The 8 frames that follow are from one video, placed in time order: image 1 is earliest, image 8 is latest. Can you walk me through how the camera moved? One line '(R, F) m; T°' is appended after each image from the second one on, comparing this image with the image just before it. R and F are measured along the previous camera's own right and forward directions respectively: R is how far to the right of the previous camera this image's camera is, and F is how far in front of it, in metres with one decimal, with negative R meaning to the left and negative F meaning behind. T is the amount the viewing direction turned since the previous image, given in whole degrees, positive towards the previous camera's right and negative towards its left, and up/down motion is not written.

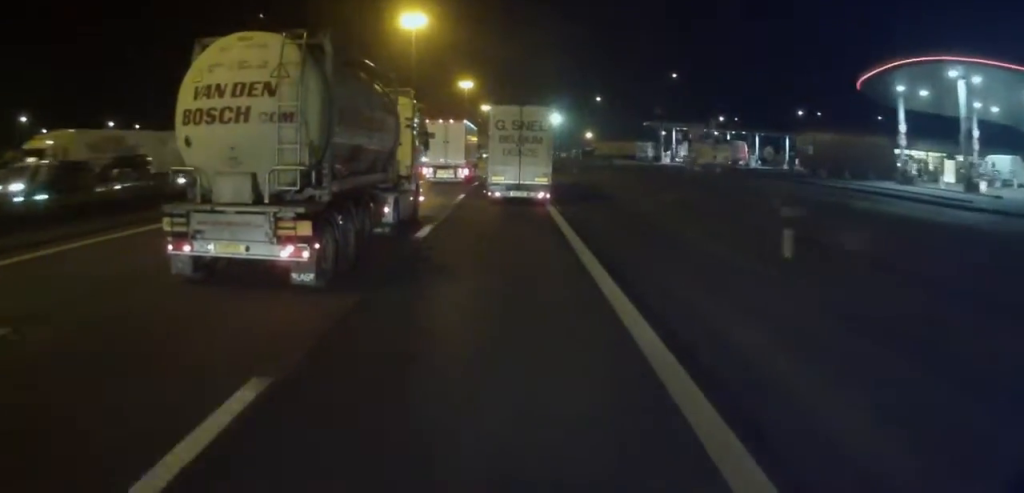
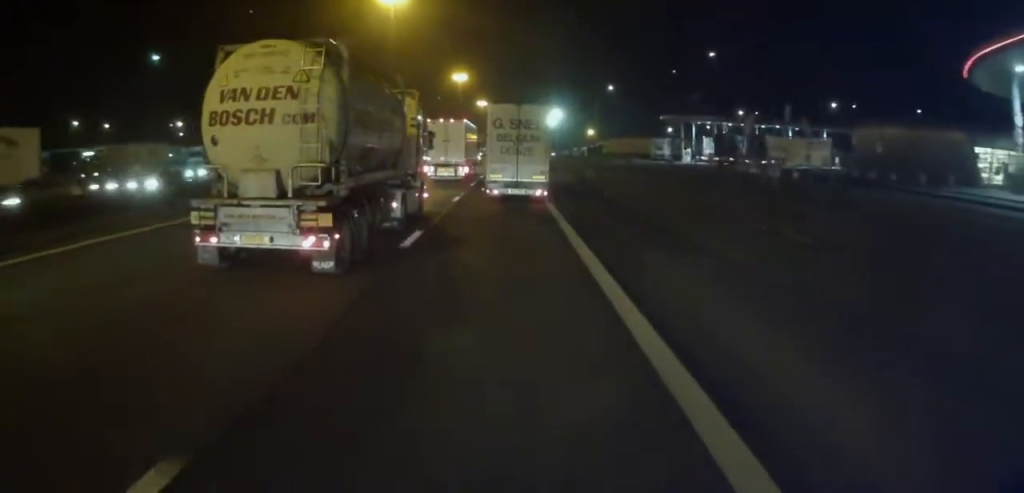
(0.0, +14.2) m; 0°
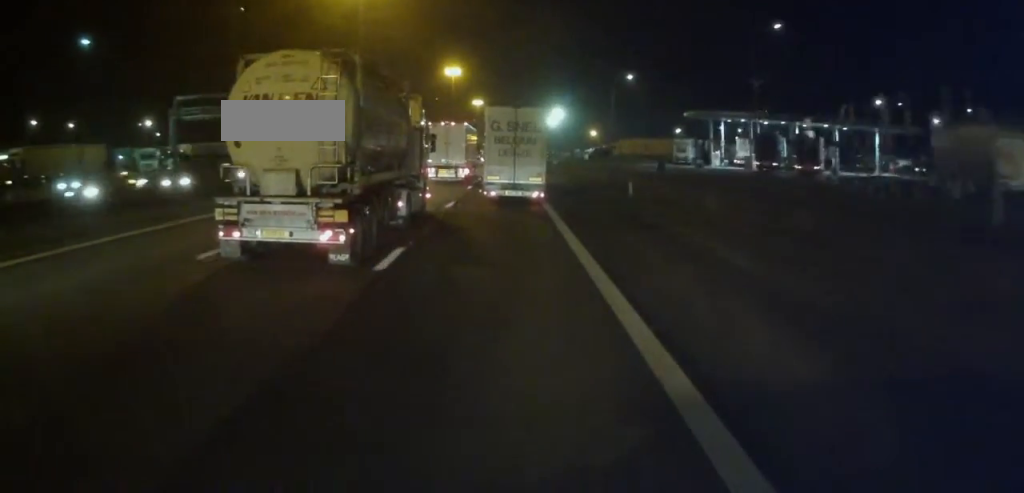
(0.0, +15.0) m; 0°
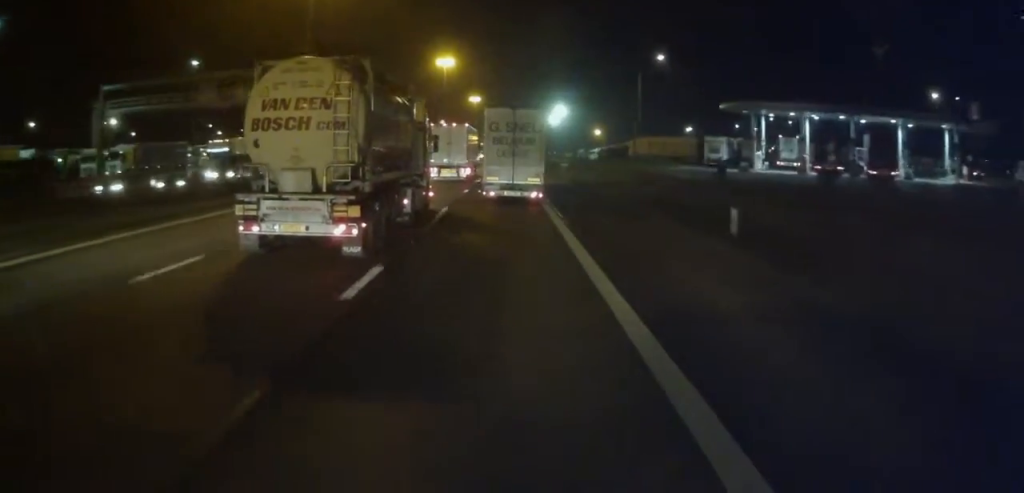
(0.0, +14.9) m; +1°
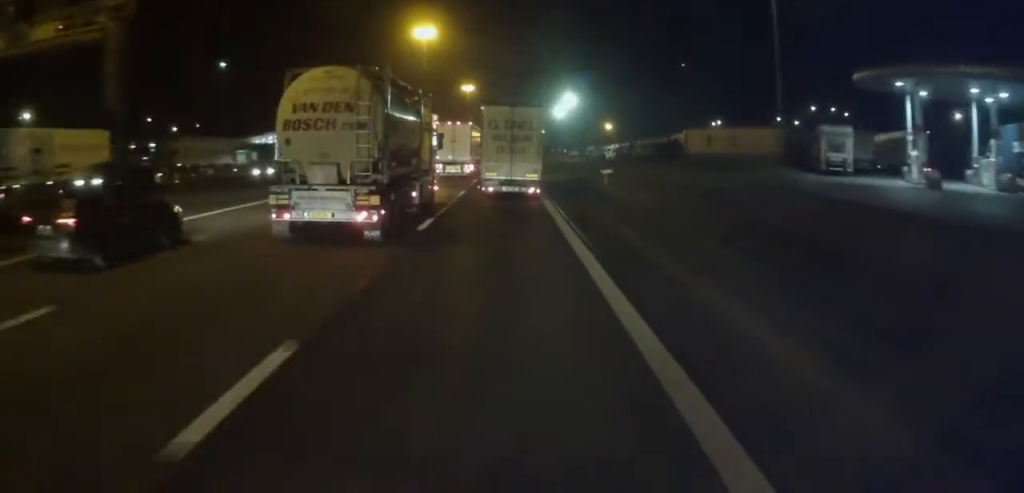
(+0.5, +29.7) m; 0°
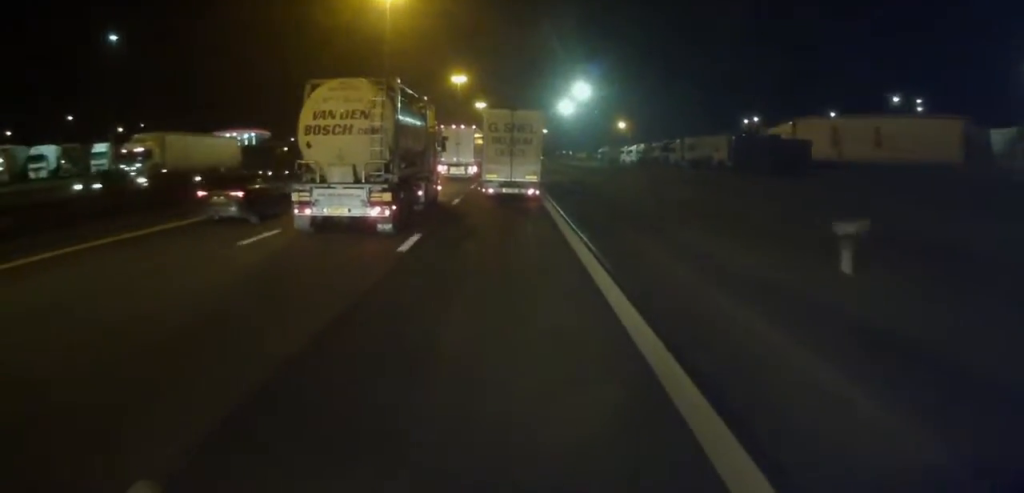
(-0.4, +28.1) m; 0°
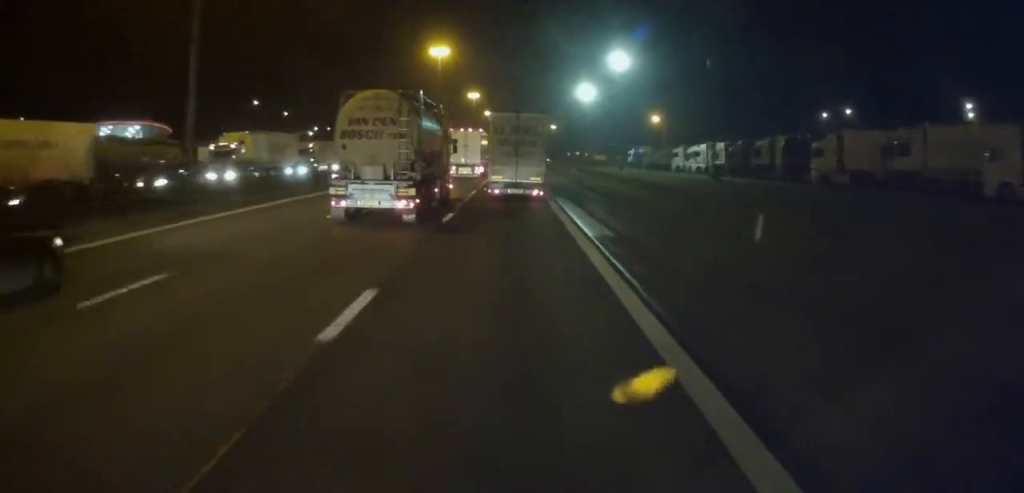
(0.0, +43.4) m; 0°
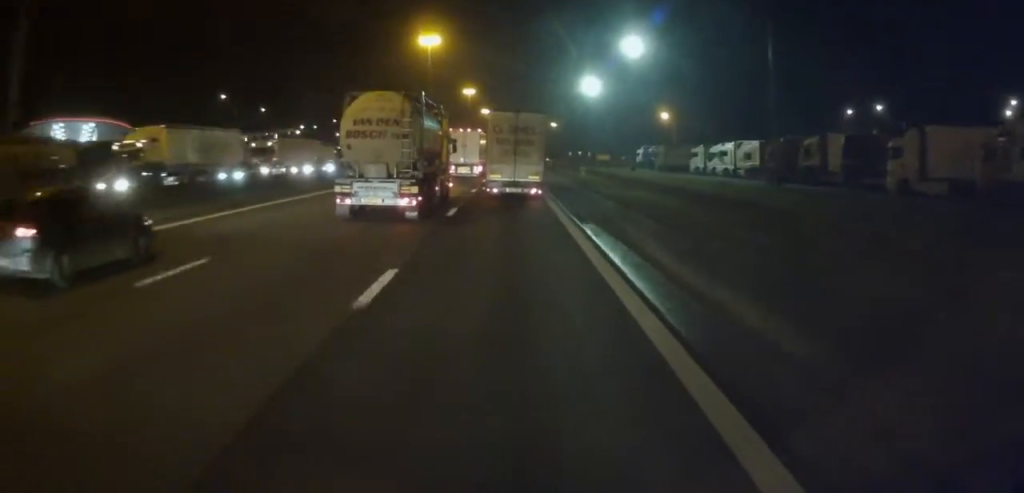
(+0.2, +10.9) m; 0°
